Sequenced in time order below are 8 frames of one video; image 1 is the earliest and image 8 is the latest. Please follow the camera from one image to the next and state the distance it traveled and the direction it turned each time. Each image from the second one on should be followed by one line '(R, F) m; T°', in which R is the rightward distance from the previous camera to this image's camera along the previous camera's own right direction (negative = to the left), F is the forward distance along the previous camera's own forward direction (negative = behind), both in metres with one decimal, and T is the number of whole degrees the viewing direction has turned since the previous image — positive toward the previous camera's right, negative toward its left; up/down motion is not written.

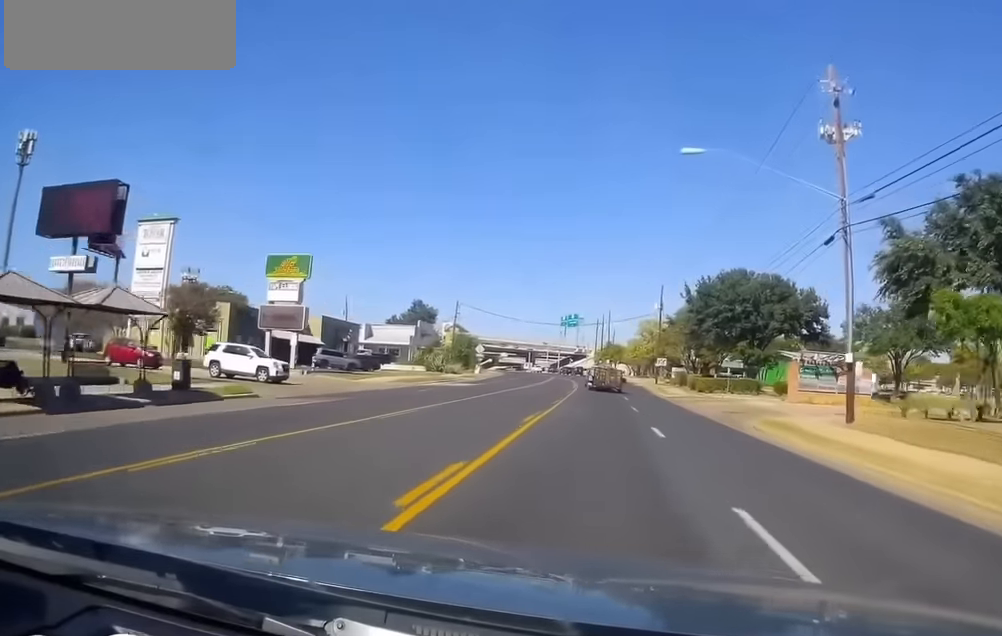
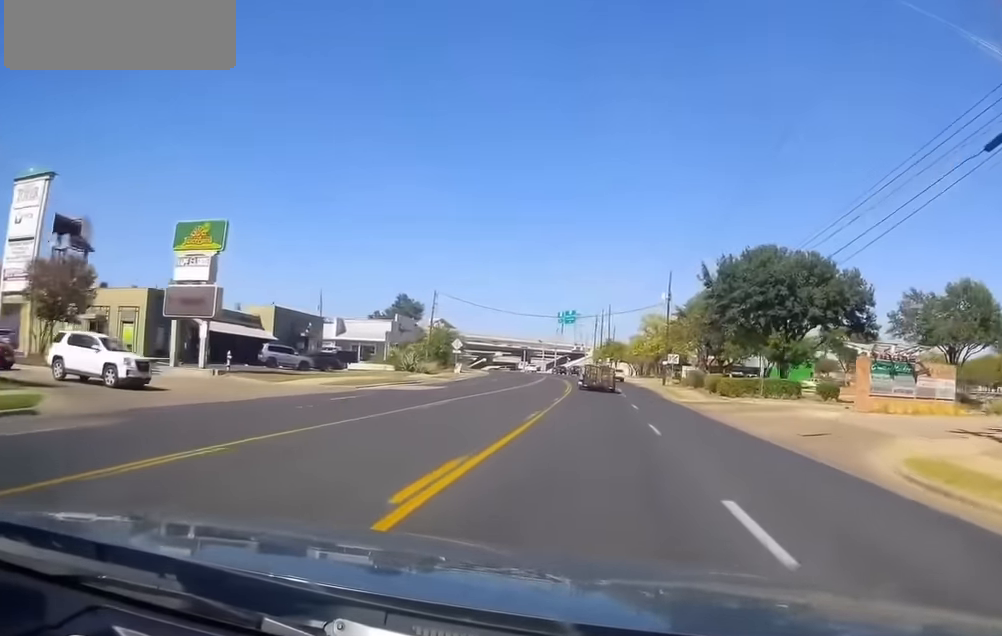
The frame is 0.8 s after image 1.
(0.0, +12.2) m; 0°
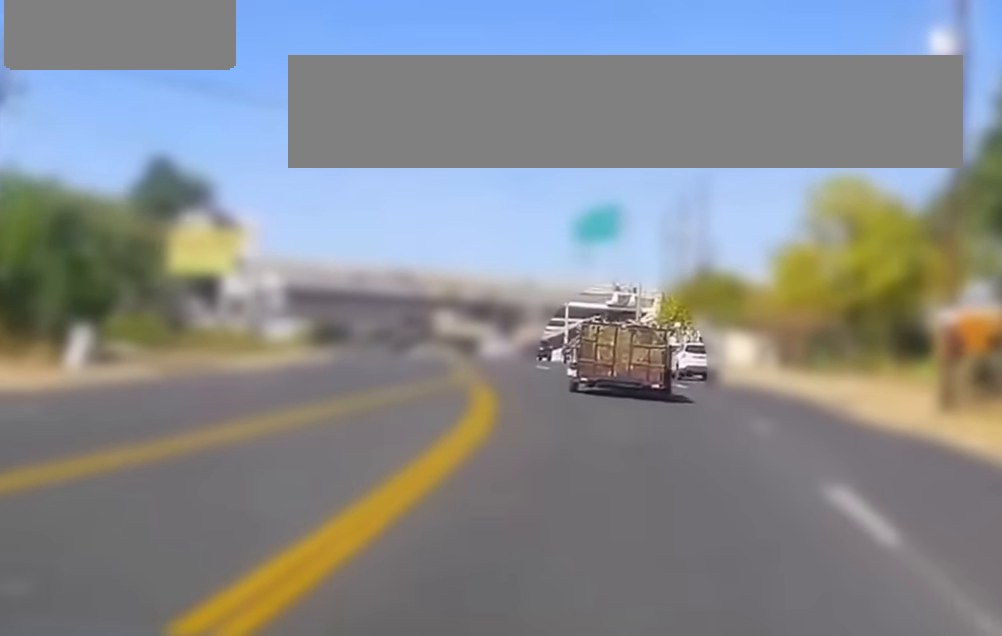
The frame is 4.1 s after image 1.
(0.0, +49.4) m; 0°
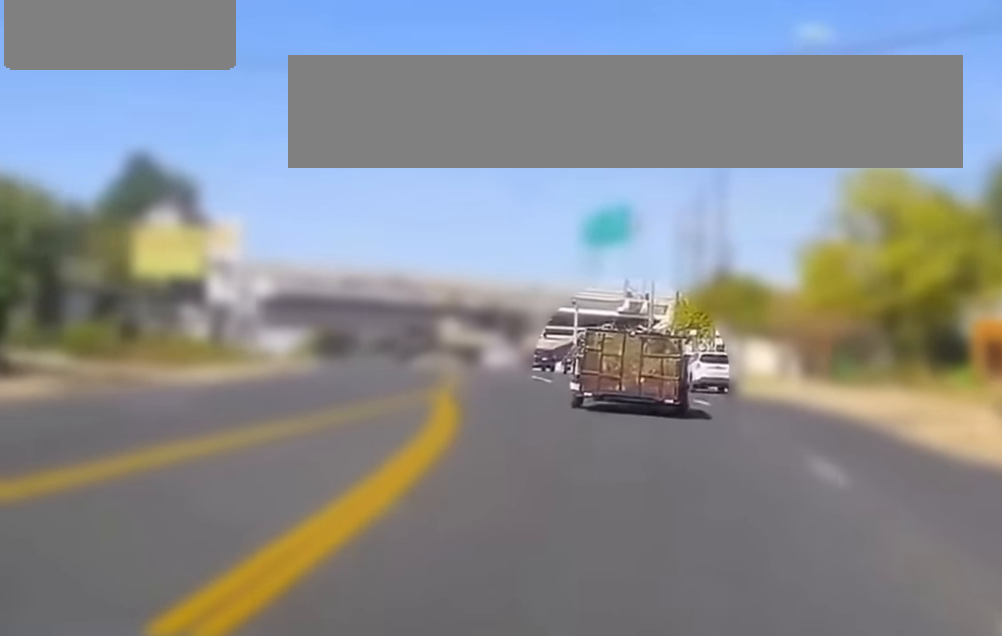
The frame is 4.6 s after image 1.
(0.0, +8.0) m; -1°
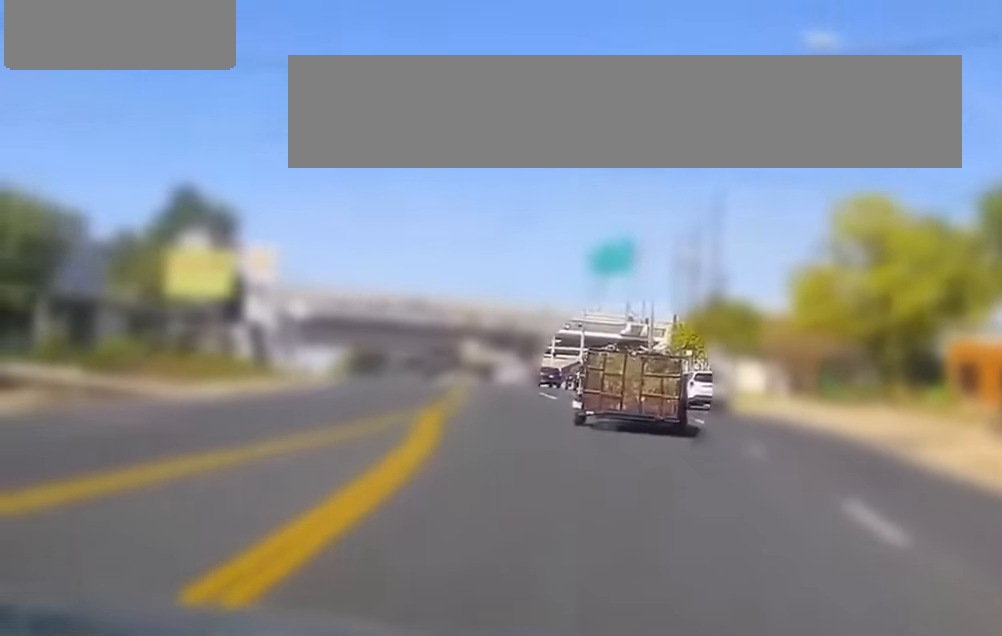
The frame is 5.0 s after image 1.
(+0.1, +6.0) m; 0°
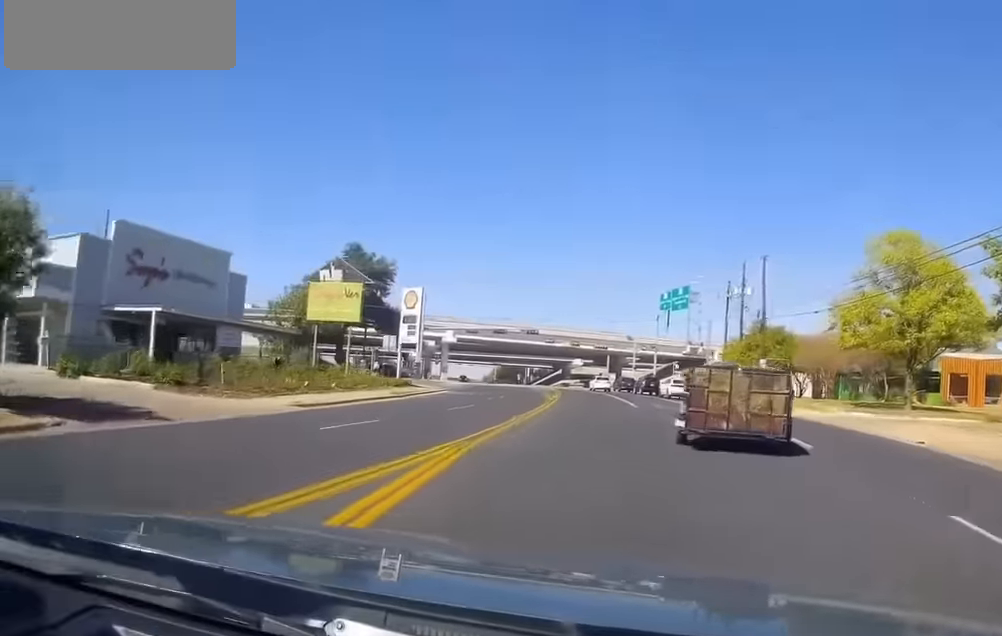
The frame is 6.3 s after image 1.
(-0.3, +17.0) m; -1°
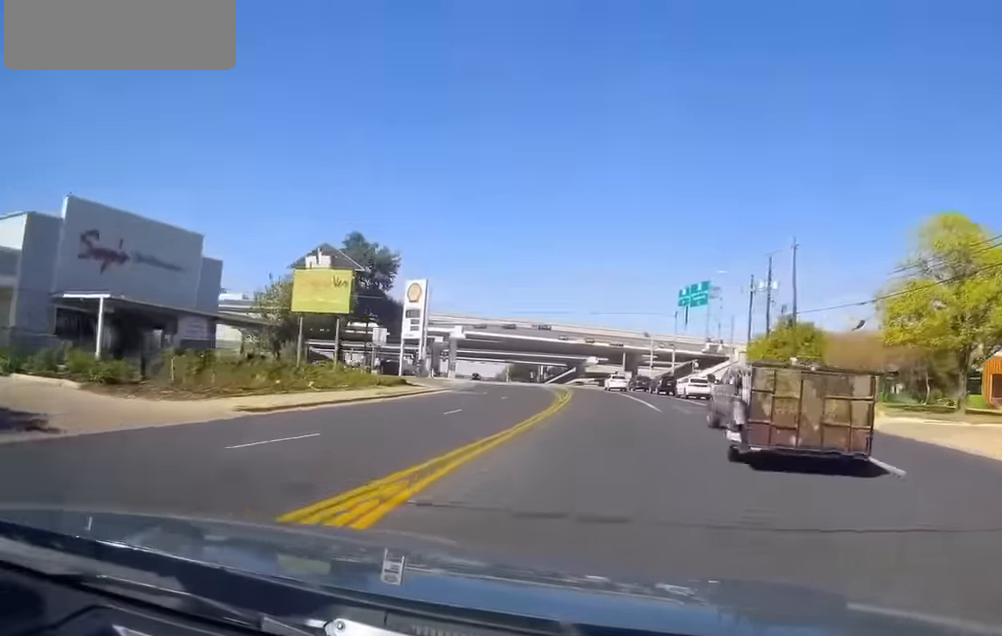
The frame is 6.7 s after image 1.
(+0.1, +5.1) m; -1°
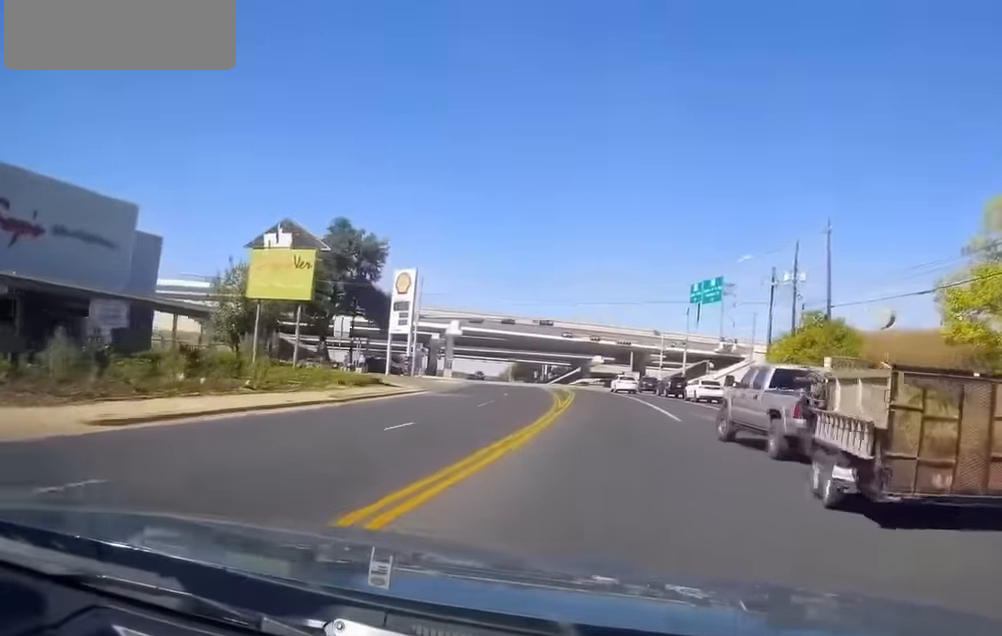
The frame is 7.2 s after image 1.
(+0.1, +7.1) m; -1°
